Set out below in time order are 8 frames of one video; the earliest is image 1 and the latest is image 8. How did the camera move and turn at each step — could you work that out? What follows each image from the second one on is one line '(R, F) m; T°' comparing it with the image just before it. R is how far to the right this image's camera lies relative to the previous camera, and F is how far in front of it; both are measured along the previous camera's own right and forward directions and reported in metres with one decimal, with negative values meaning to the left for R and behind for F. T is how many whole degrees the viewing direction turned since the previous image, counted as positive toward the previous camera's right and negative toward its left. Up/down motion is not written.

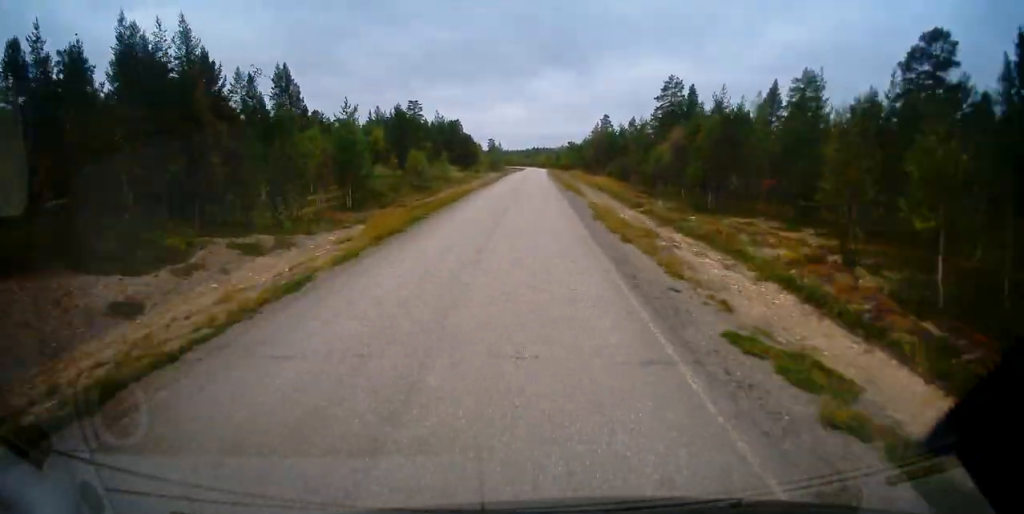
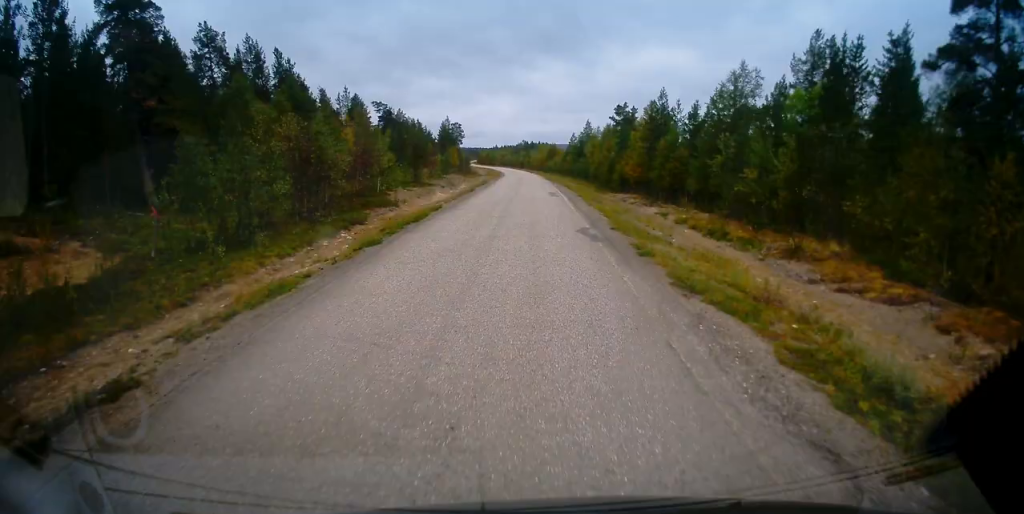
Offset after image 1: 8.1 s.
(+1.9, +123.6) m; +1°
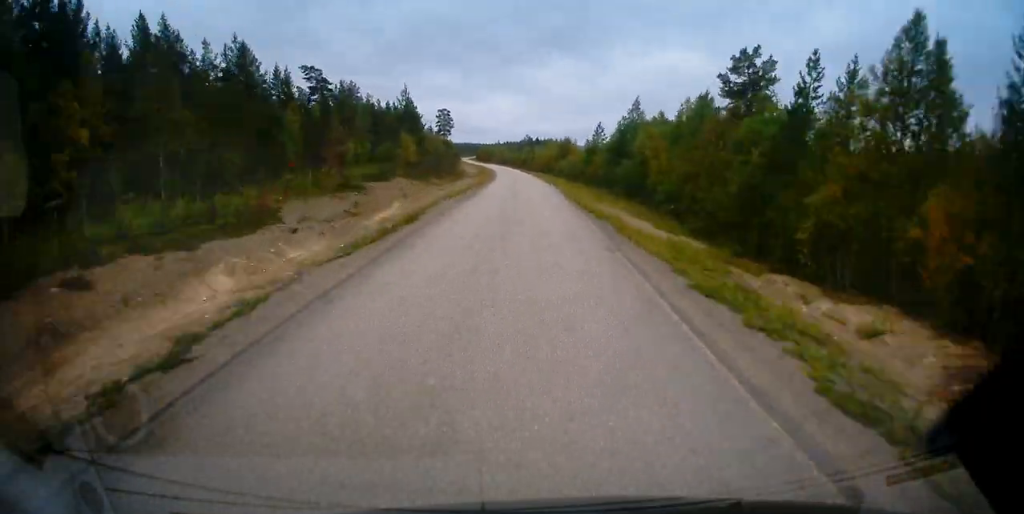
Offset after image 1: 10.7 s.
(-0.3, +39.7) m; -1°
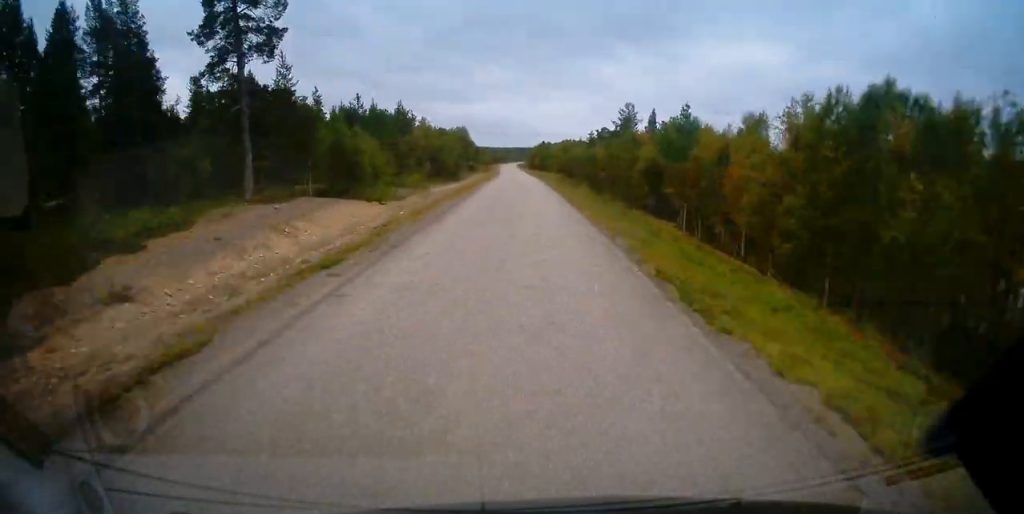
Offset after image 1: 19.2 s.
(-6.3, +133.8) m; -5°
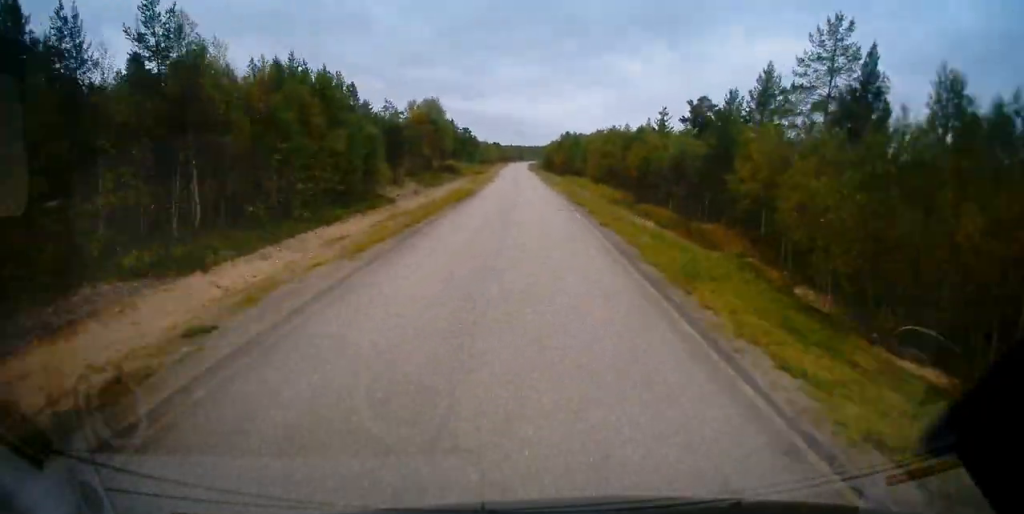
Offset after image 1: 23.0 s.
(-1.1, +58.6) m; -2°
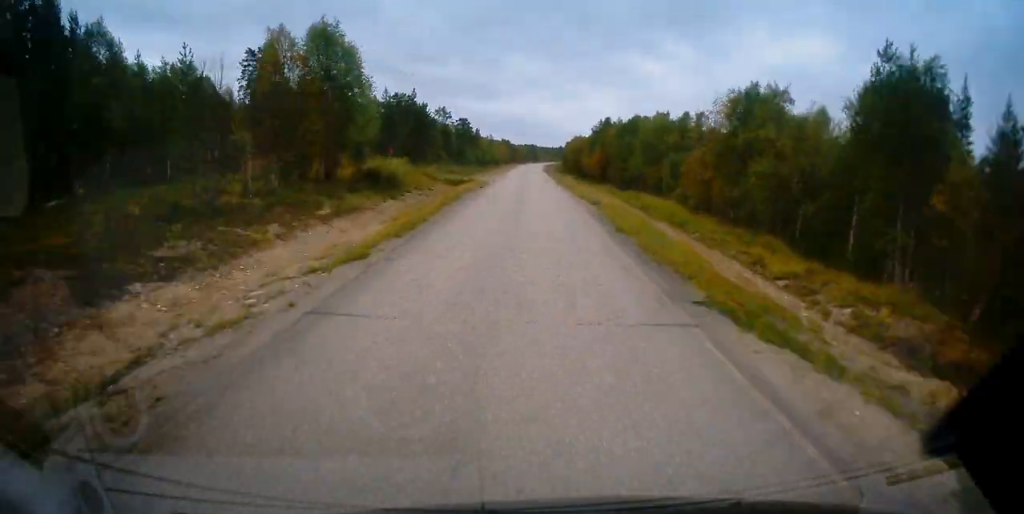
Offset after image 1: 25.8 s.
(-0.5, +44.6) m; 0°
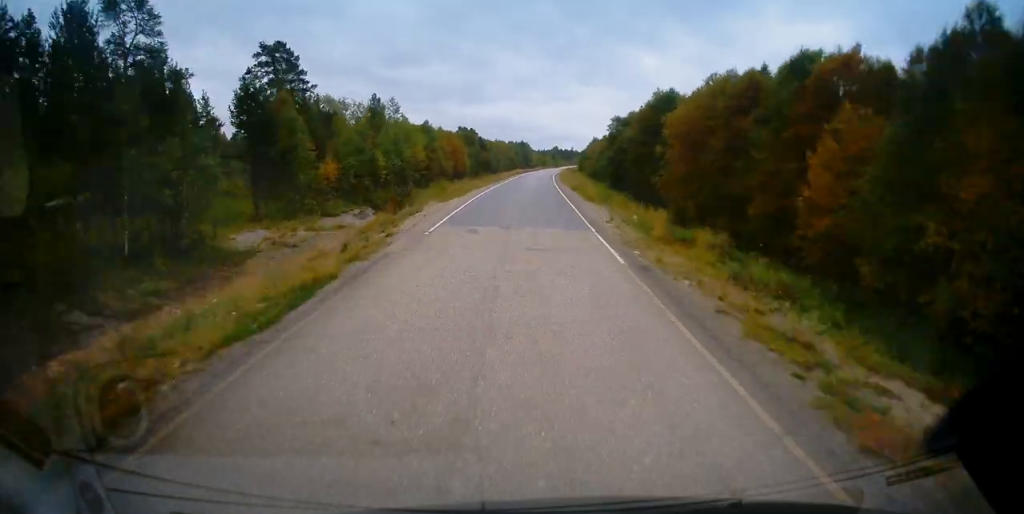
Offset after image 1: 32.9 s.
(+1.0, +109.5) m; +2°
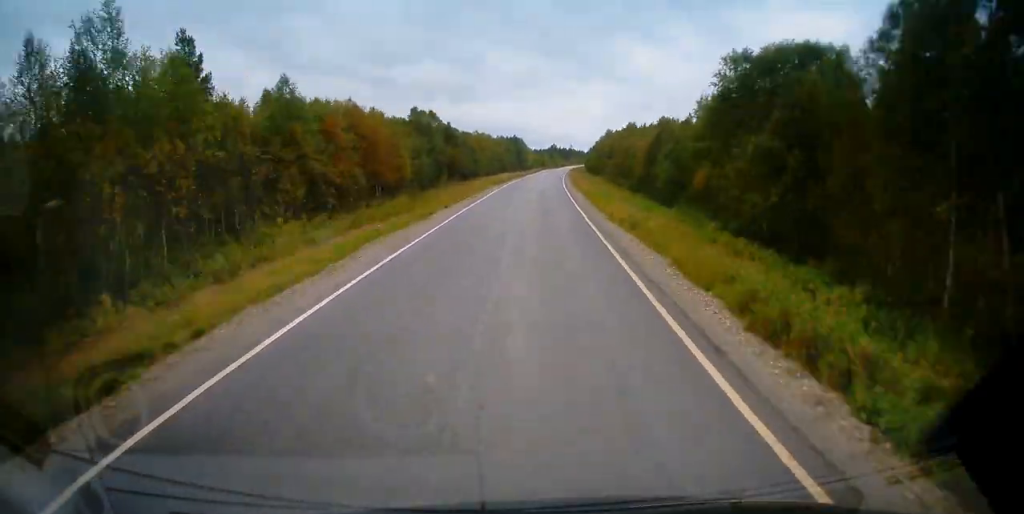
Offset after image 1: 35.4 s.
(0.0, +39.7) m; +1°
